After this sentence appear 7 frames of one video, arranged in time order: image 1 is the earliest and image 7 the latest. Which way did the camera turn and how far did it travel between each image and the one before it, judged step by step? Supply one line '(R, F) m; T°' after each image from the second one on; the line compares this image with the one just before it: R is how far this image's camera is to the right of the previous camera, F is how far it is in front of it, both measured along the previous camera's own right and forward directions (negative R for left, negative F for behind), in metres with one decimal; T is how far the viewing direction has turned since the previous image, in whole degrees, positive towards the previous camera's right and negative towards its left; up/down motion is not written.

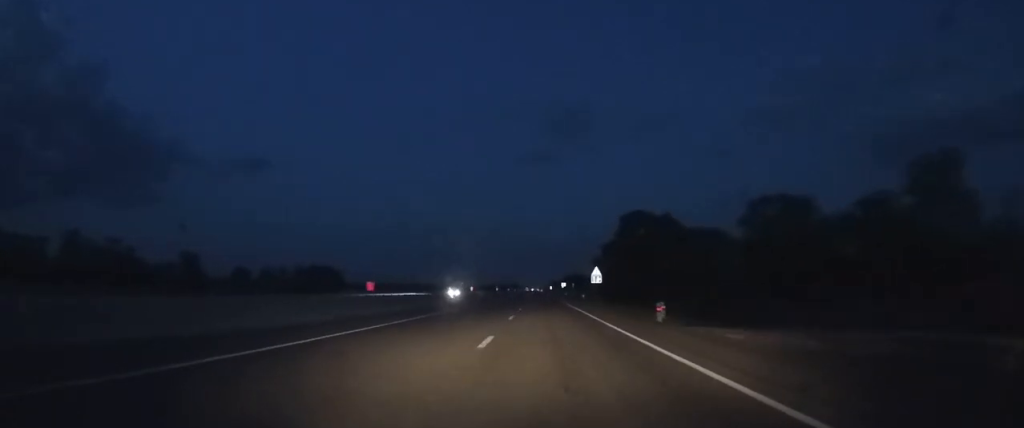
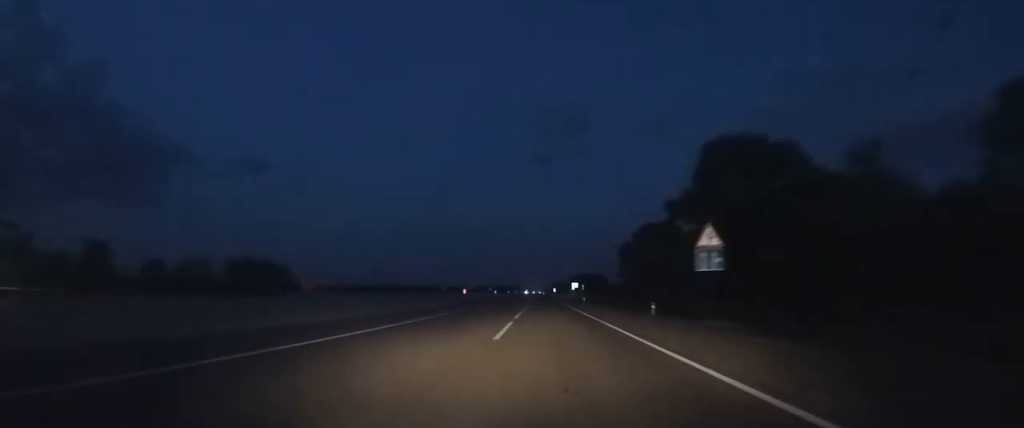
(+0.1, +52.5) m; 0°
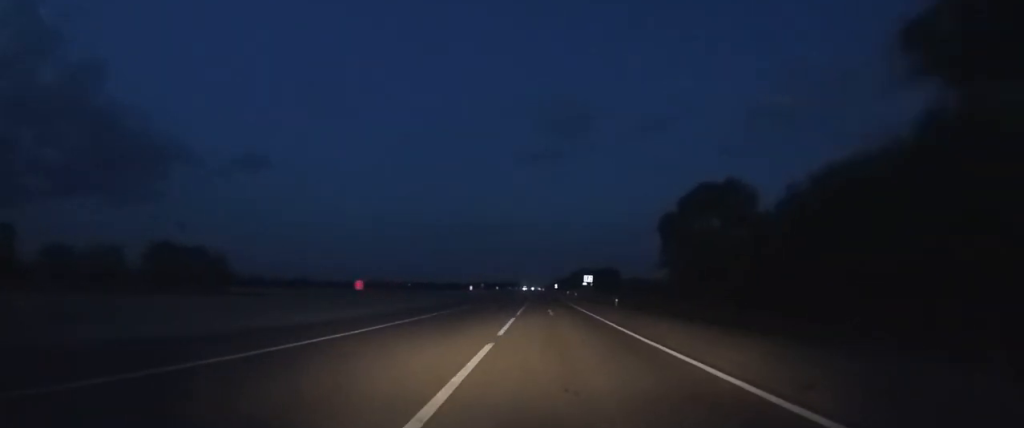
(-0.1, +33.7) m; 0°
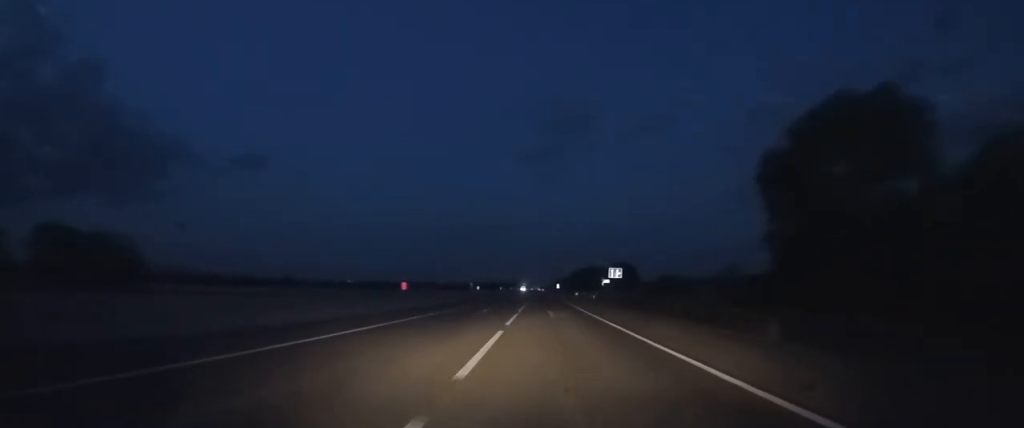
(0.0, +27.2) m; 0°
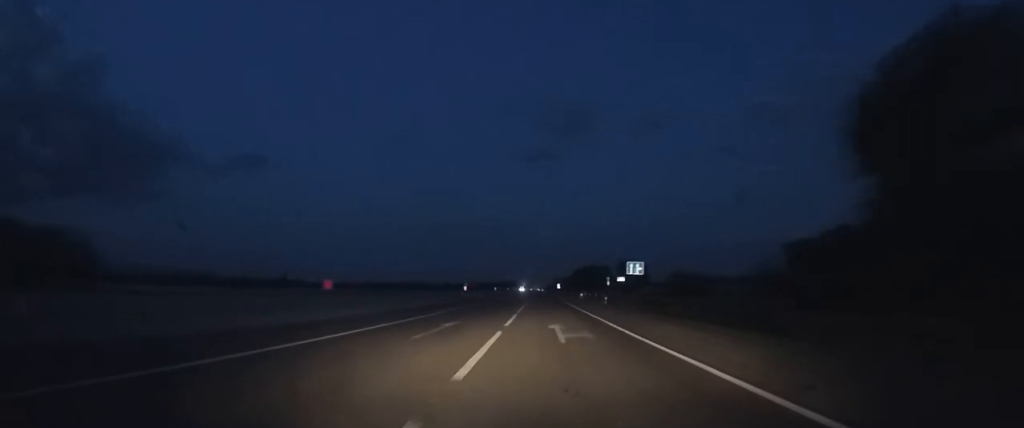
(0.0, +9.4) m; 0°
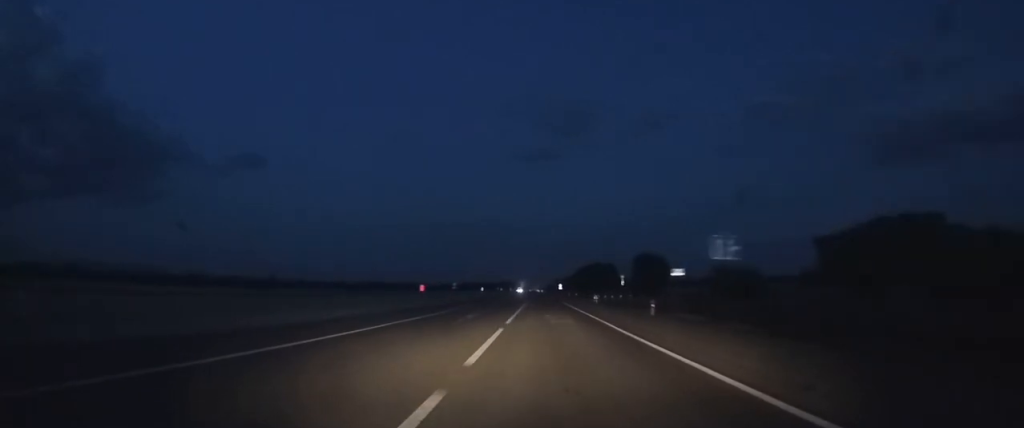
(0.0, +17.5) m; 0°
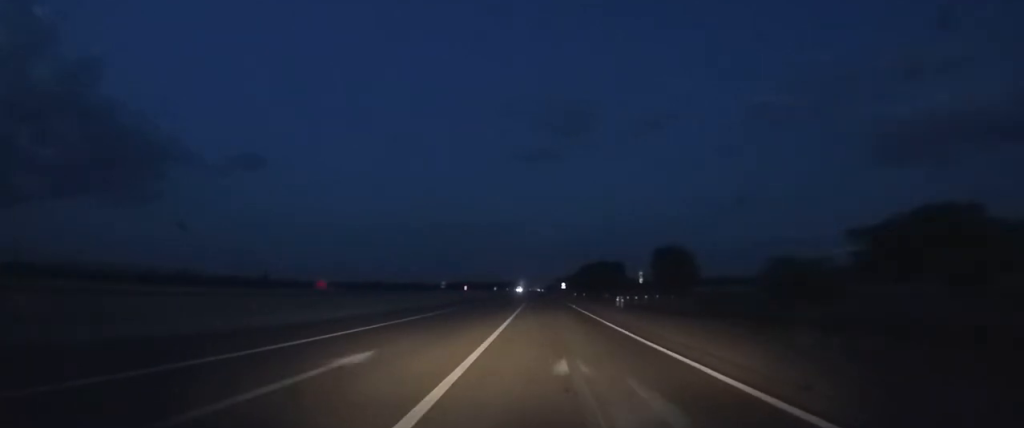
(0.0, +14.7) m; 0°
